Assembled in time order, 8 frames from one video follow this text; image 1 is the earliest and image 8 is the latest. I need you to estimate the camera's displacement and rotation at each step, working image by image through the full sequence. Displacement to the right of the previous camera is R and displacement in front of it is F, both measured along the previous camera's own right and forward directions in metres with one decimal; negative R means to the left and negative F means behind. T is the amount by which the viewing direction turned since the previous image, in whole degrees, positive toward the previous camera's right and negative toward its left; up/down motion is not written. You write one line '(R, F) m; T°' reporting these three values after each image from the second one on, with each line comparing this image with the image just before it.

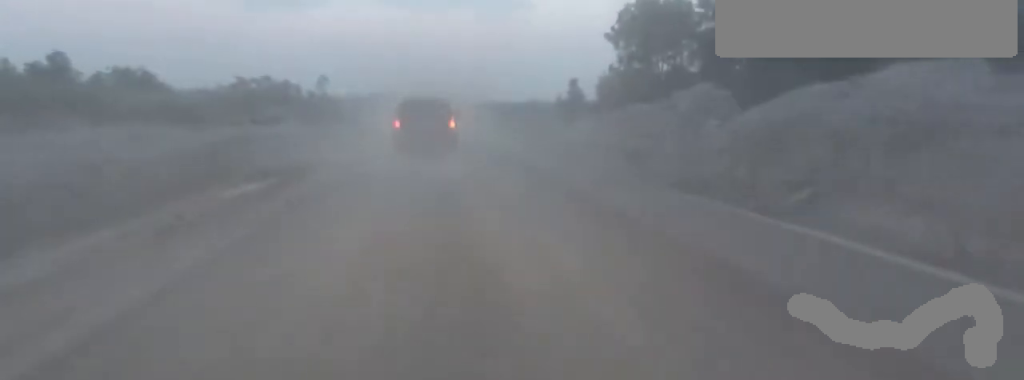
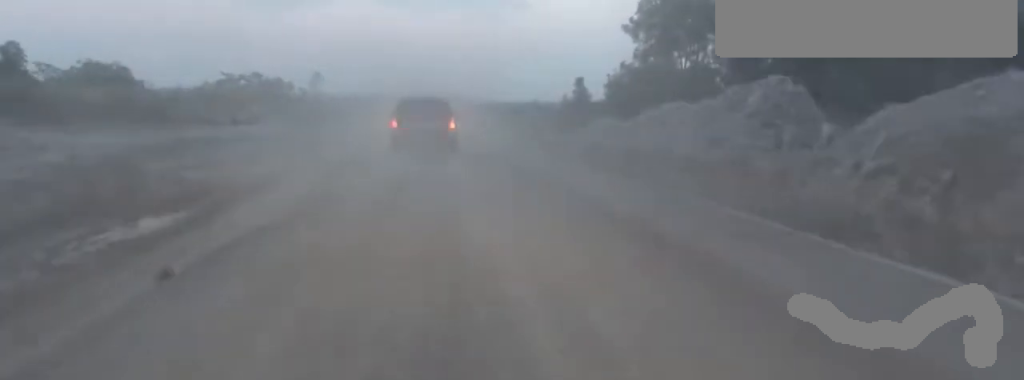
(0.0, +4.9) m; 0°
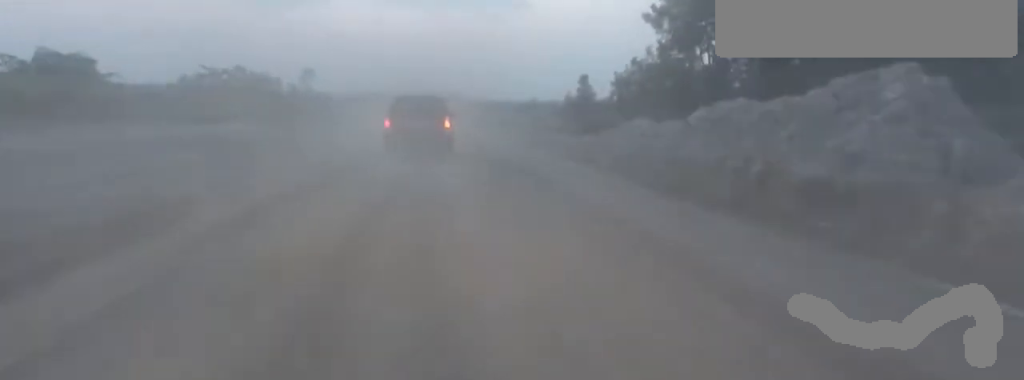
(0.0, +5.5) m; 0°
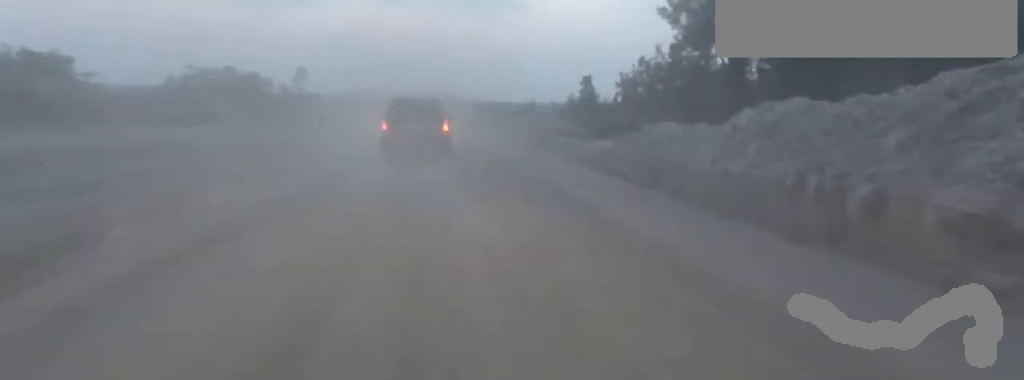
(0.0, +3.5) m; 0°
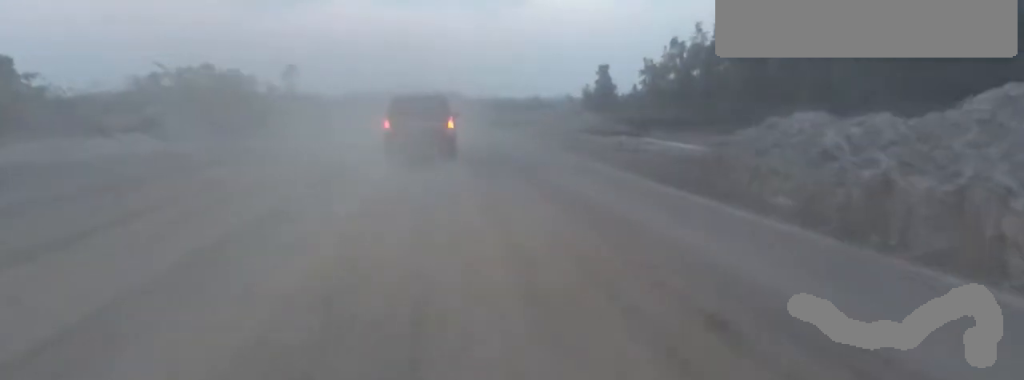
(0.0, +8.2) m; 0°
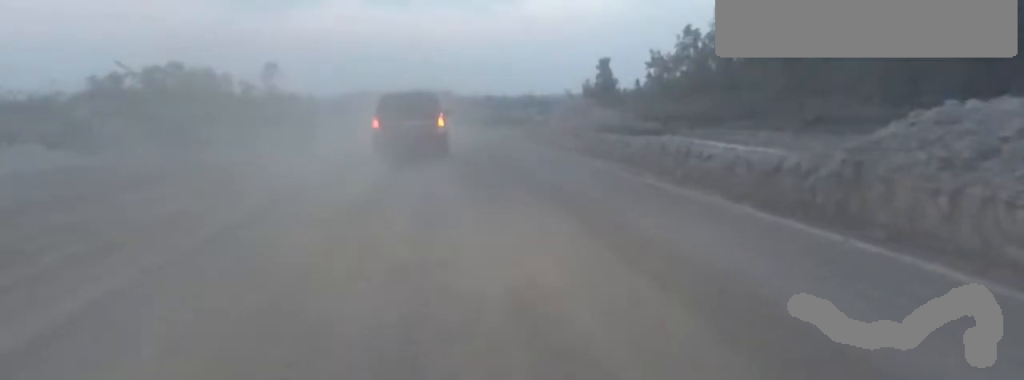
(0.0, +5.3) m; 0°
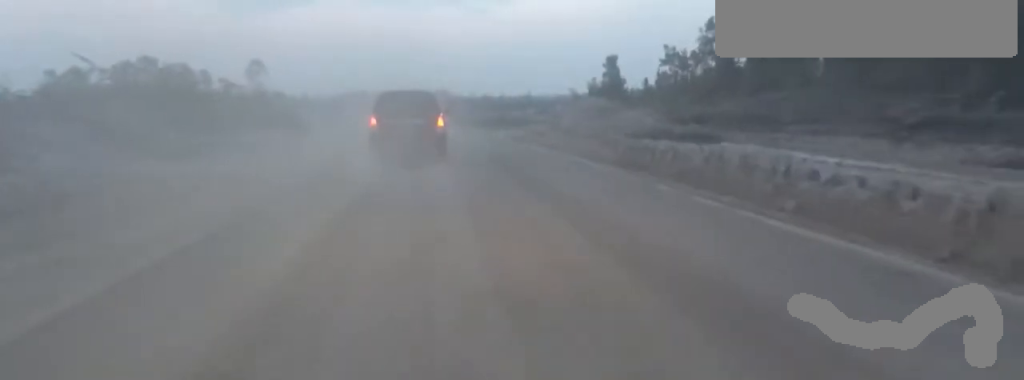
(0.0, +5.2) m; 0°
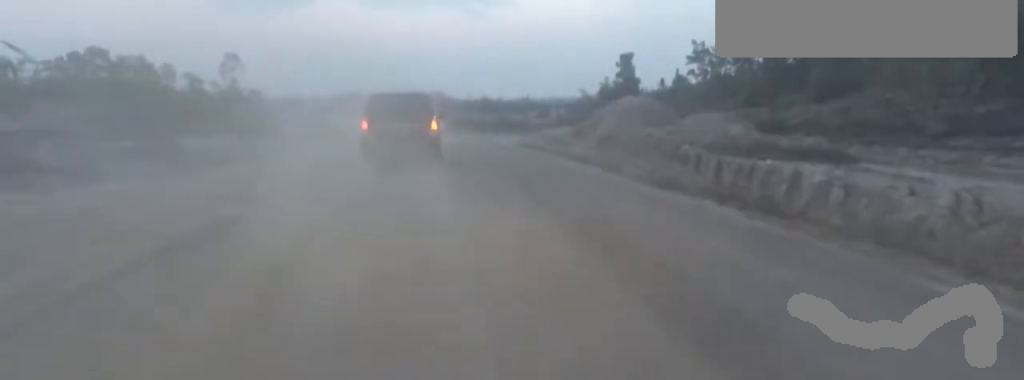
(0.0, +8.0) m; 0°
